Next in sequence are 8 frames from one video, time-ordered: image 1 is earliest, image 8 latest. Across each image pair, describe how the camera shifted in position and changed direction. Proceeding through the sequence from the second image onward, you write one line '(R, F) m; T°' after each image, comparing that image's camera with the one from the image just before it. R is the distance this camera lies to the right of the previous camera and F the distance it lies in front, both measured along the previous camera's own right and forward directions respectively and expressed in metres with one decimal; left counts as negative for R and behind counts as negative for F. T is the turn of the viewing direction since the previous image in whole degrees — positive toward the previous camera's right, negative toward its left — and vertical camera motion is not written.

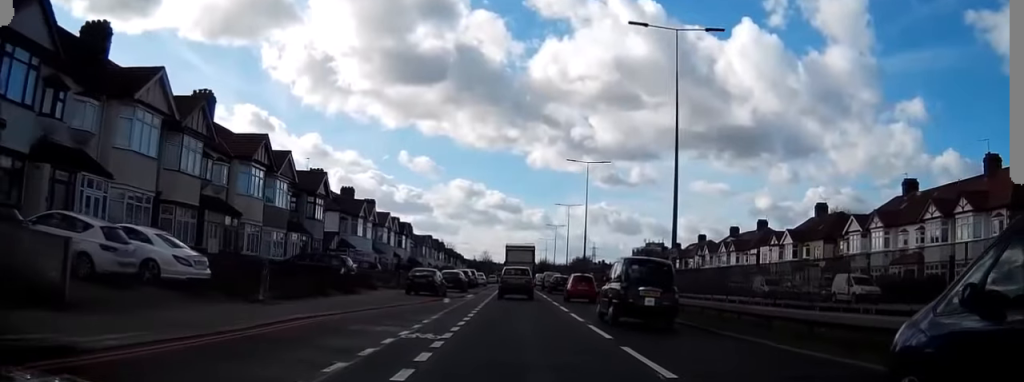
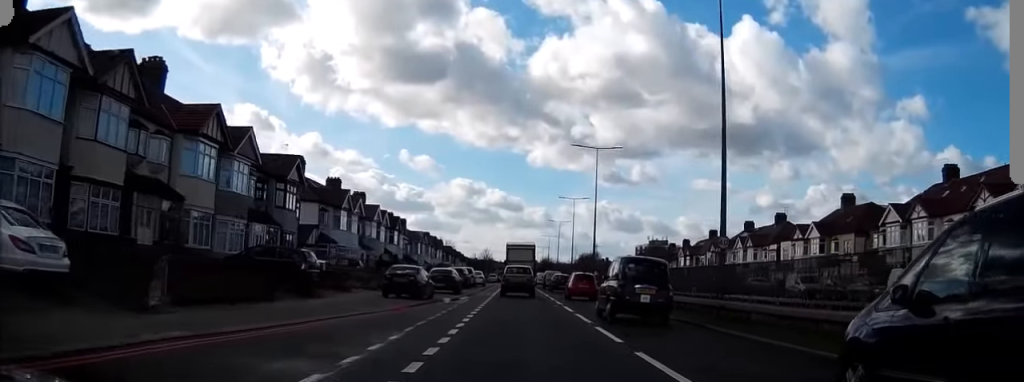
(-0.1, +7.2) m; 0°
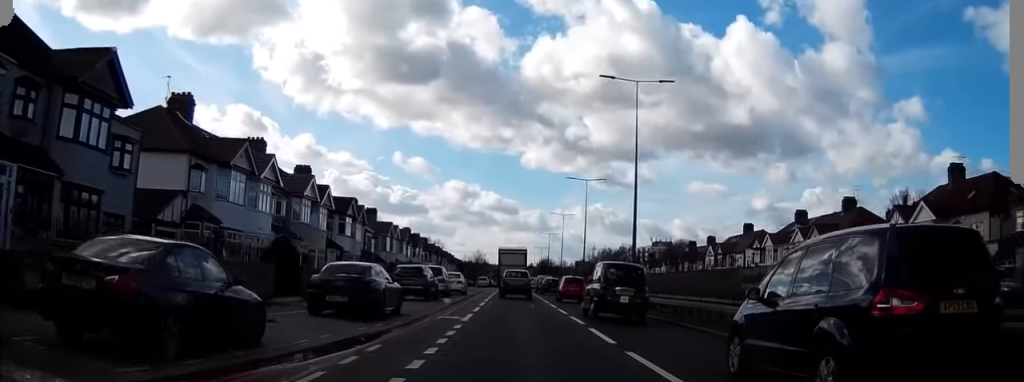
(+0.8, +23.1) m; +2°
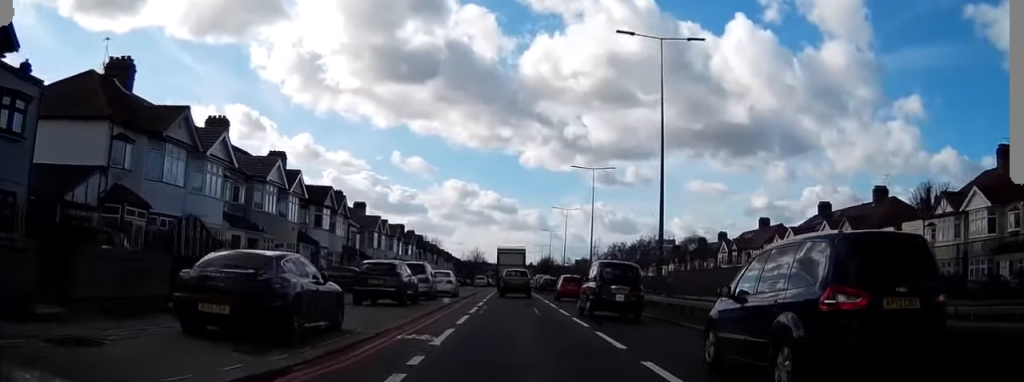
(0.0, +7.5) m; 0°
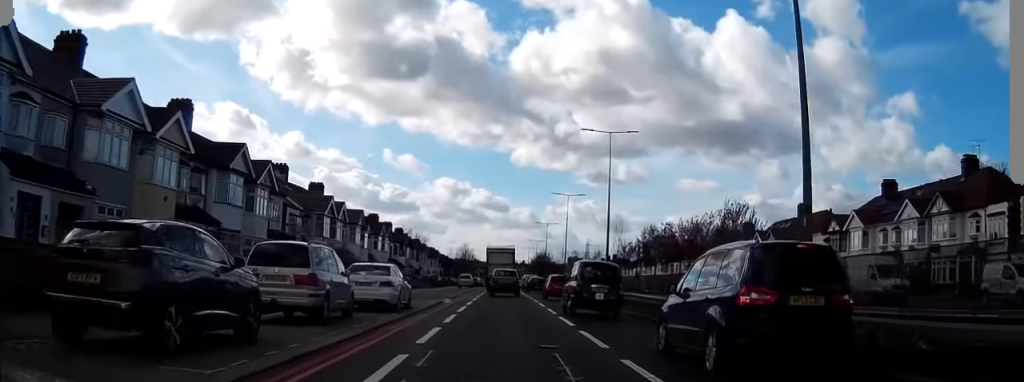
(-0.1, +17.6) m; 0°
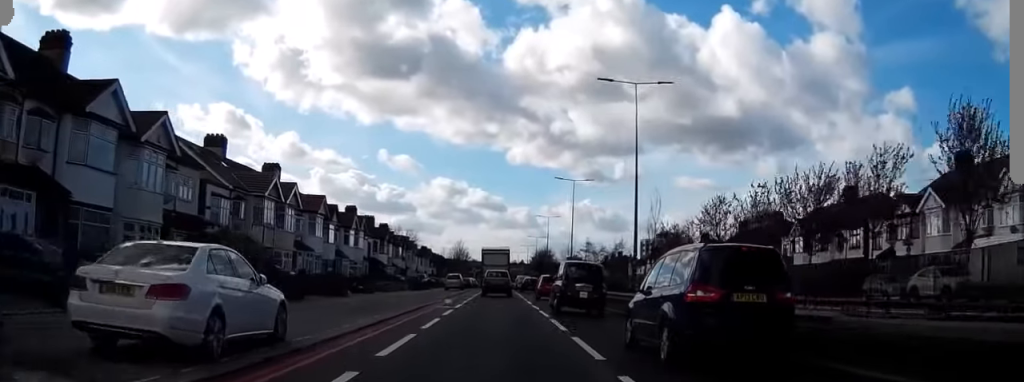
(0.0, +13.8) m; +1°
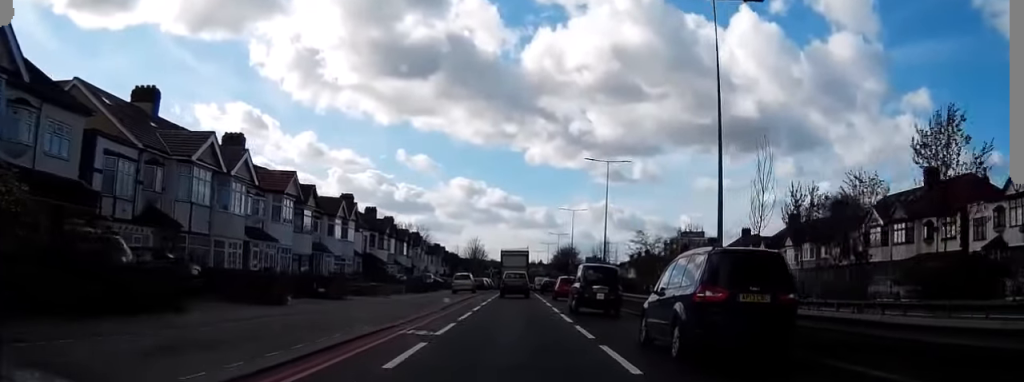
(+0.2, +13.3) m; -1°
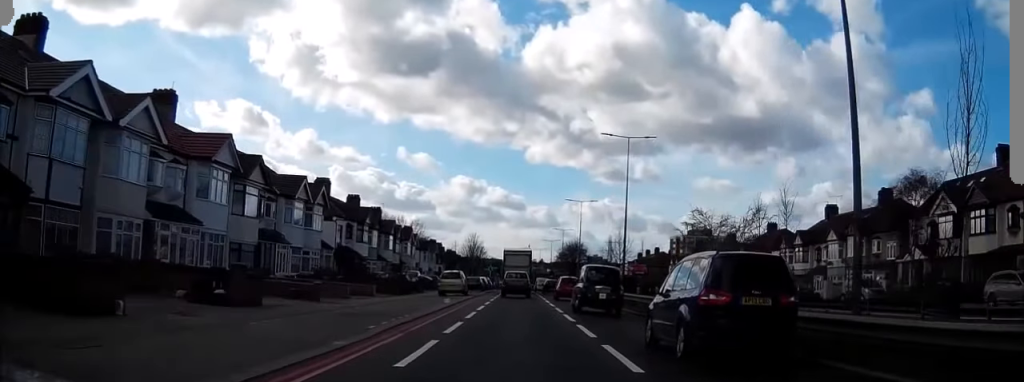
(-0.3, +11.4) m; -1°
